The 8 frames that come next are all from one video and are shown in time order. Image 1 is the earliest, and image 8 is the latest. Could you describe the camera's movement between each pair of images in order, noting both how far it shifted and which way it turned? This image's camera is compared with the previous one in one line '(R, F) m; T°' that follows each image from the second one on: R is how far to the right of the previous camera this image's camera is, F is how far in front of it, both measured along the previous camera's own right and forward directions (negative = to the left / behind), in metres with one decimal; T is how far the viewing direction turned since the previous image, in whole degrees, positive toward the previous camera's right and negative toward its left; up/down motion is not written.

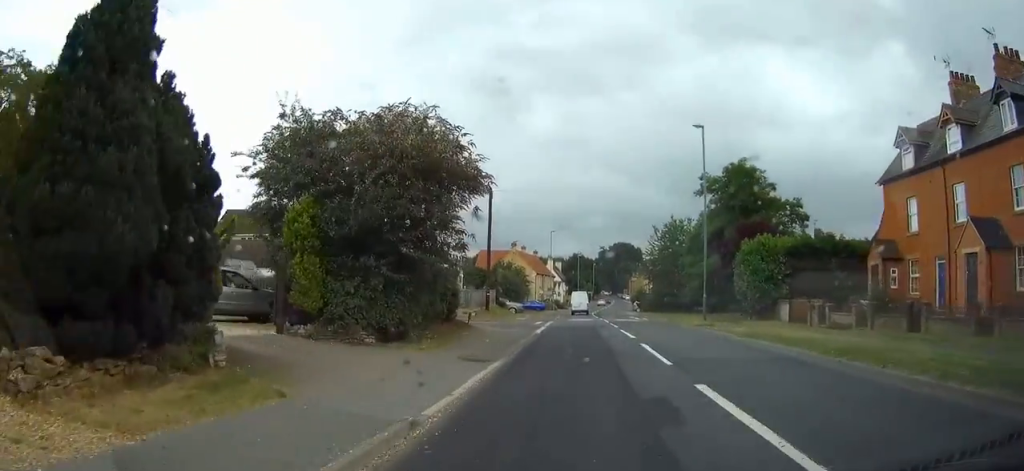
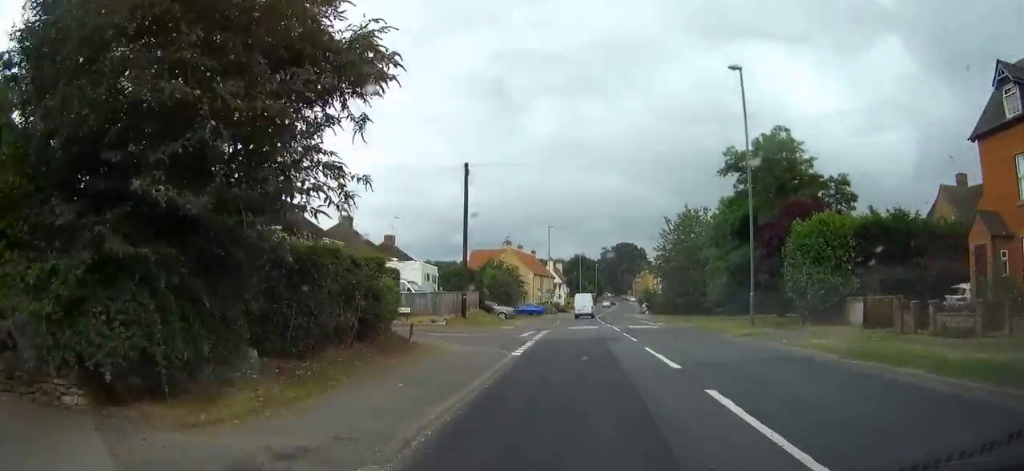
(+0.1, +9.8) m; 0°
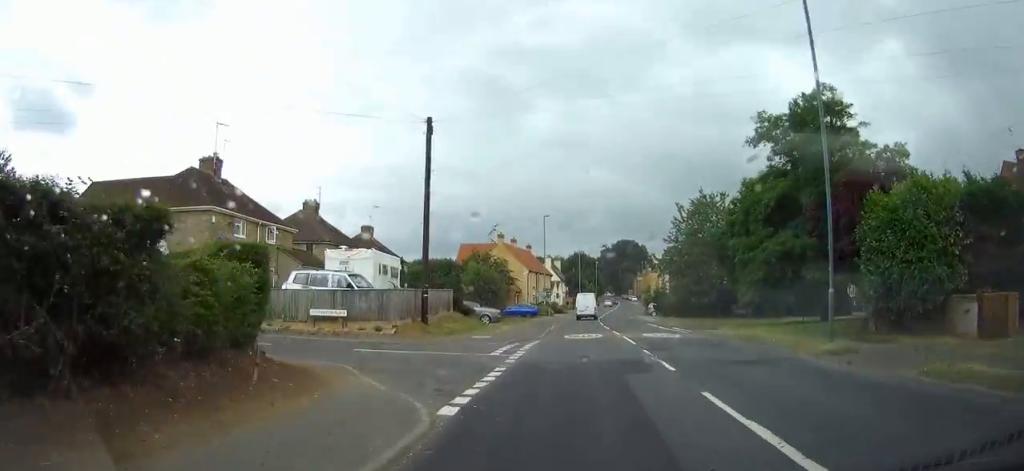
(0.0, +8.8) m; 0°
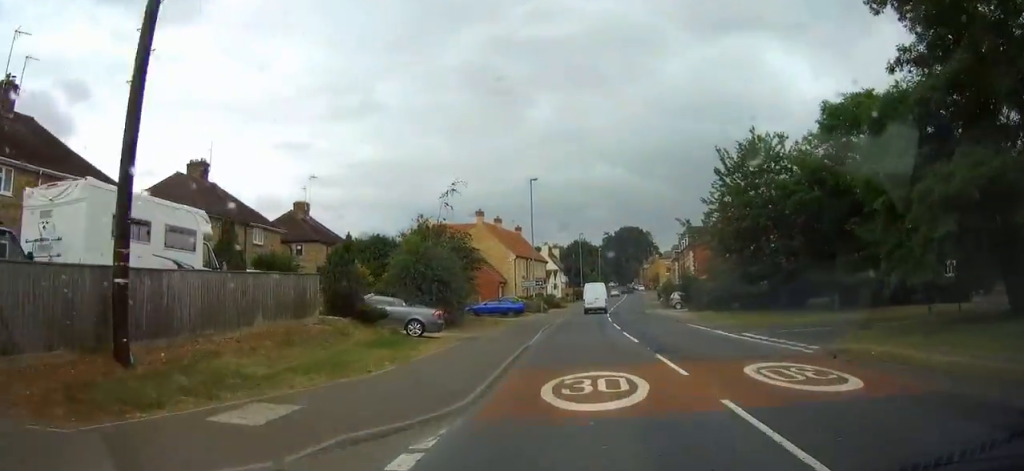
(-0.2, +18.7) m; -1°
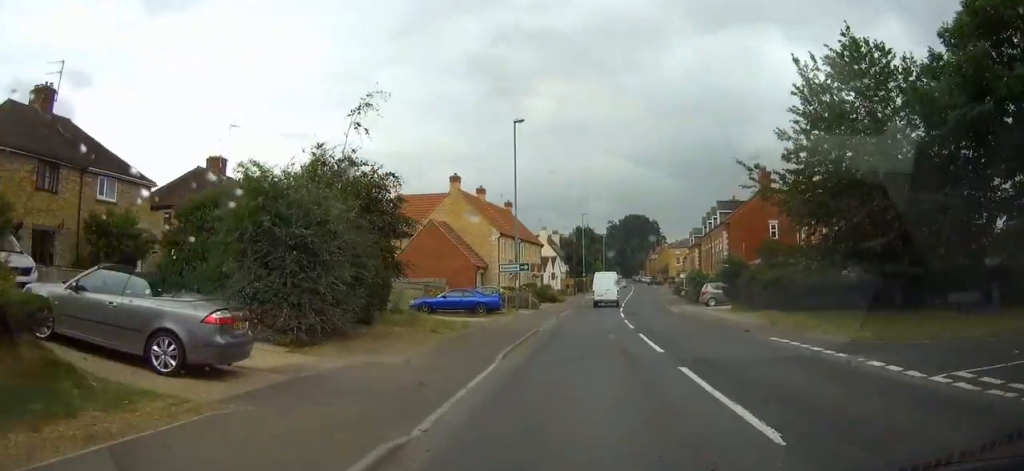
(0.0, +15.3) m; +1°
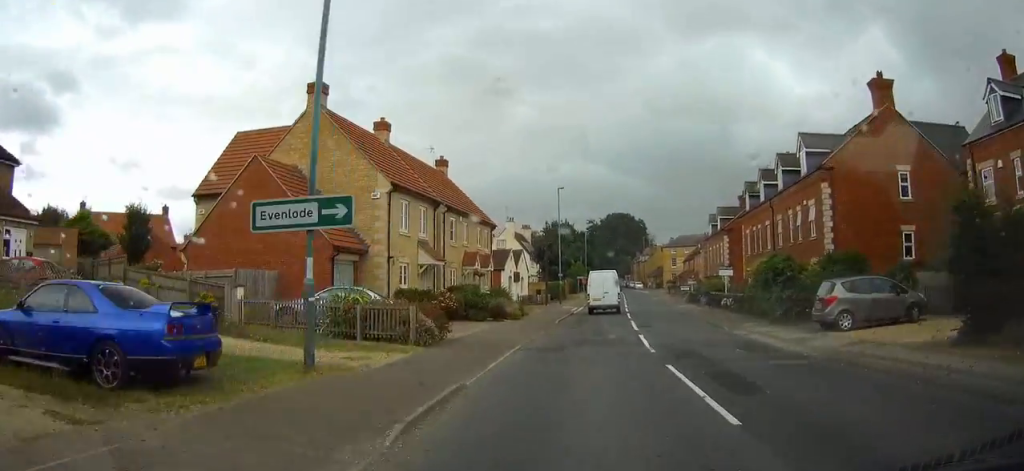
(+0.4, +26.3) m; +2°
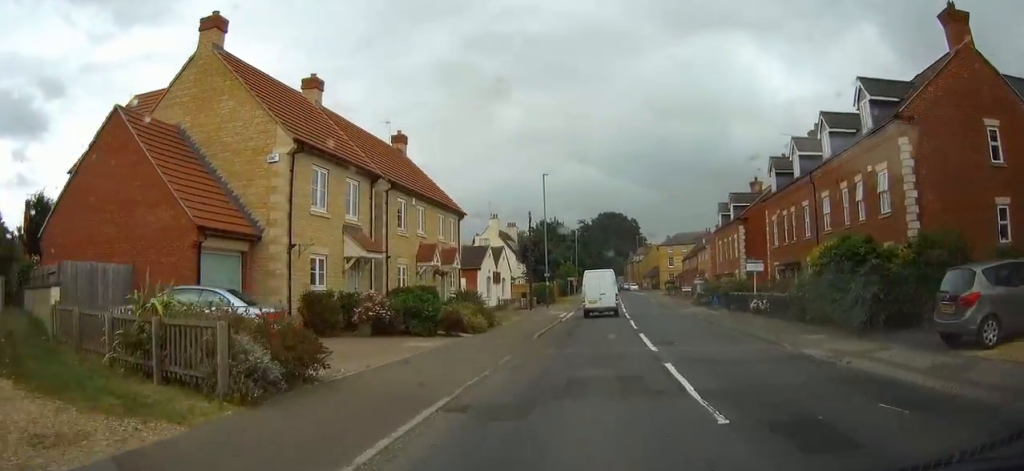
(+0.1, +8.6) m; +1°
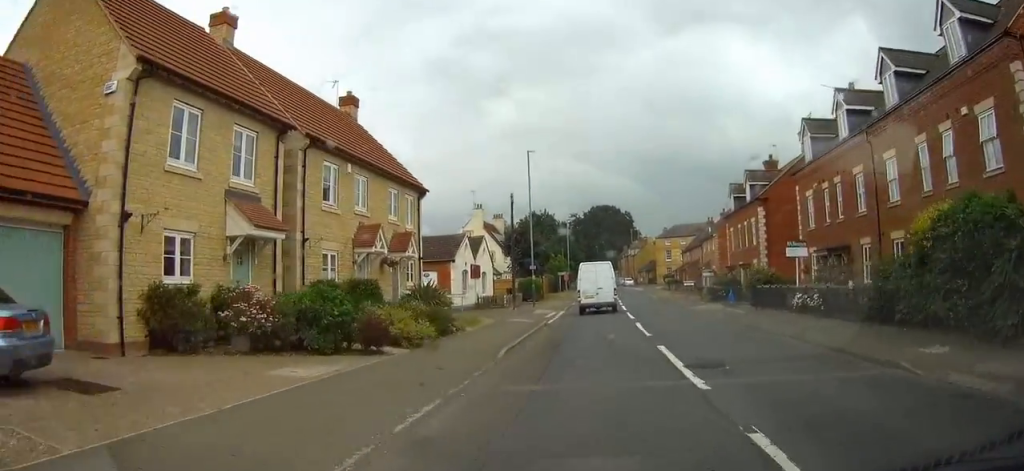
(+0.1, +7.3) m; +1°
